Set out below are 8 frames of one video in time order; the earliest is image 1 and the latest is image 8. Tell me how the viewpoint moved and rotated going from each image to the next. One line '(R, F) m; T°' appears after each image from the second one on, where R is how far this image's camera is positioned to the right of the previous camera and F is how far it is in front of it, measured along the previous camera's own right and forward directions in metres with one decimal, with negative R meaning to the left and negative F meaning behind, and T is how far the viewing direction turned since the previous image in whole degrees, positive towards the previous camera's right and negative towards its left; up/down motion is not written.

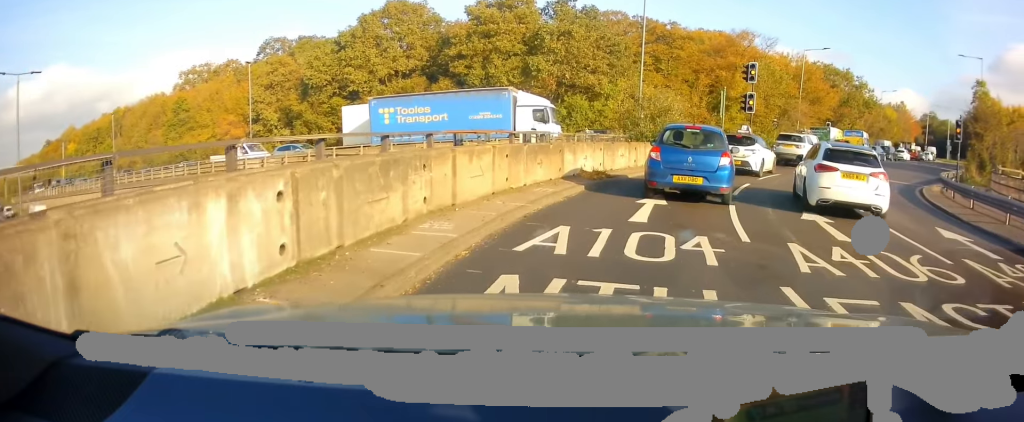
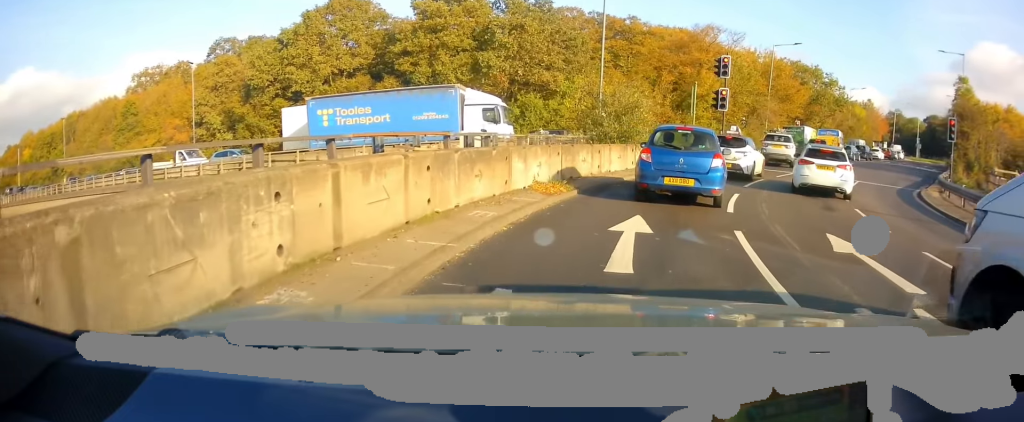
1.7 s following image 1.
(0.0, +2.8) m; +1°
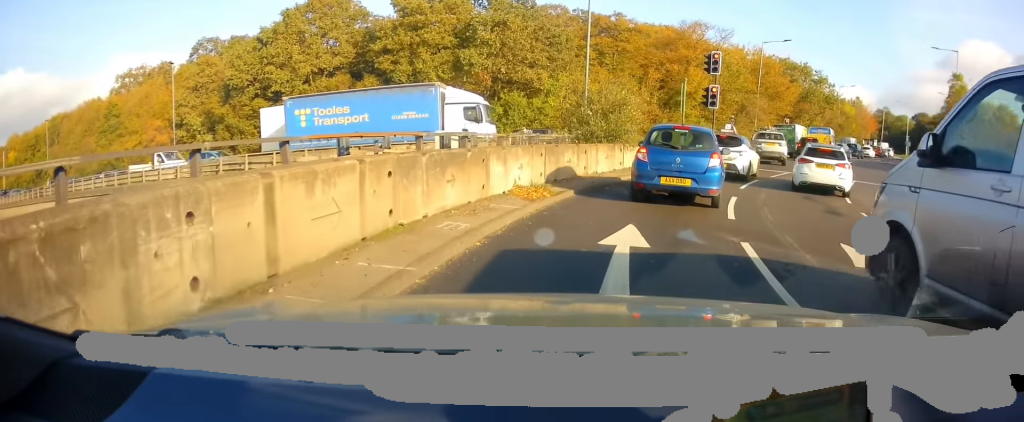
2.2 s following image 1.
(+0.1, +0.9) m; +2°
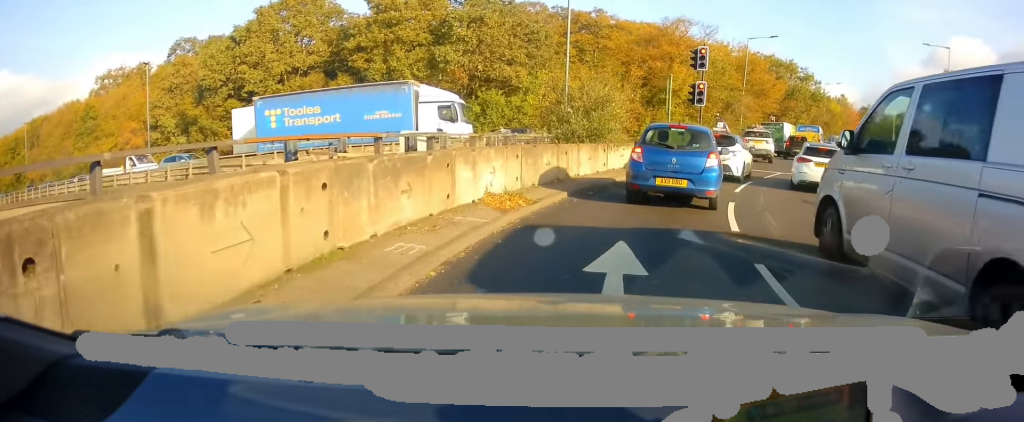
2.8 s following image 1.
(+0.1, +1.2) m; +3°
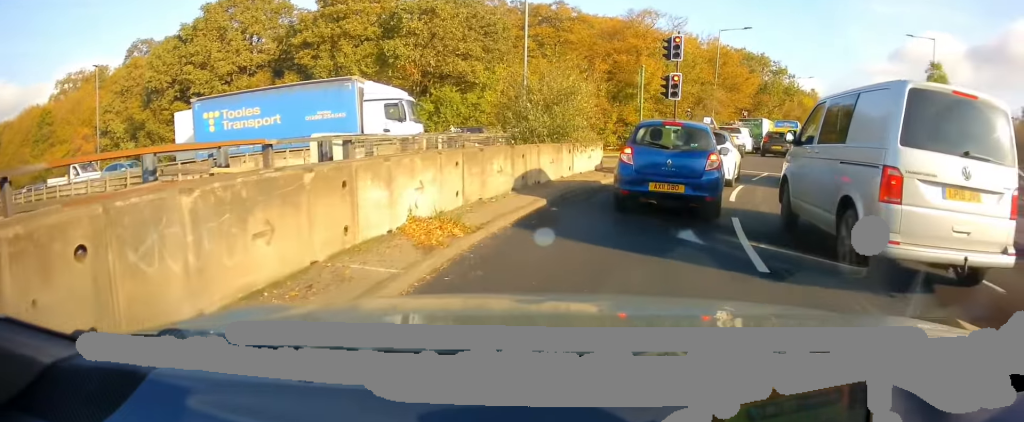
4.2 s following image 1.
(+0.1, +2.8) m; +9°
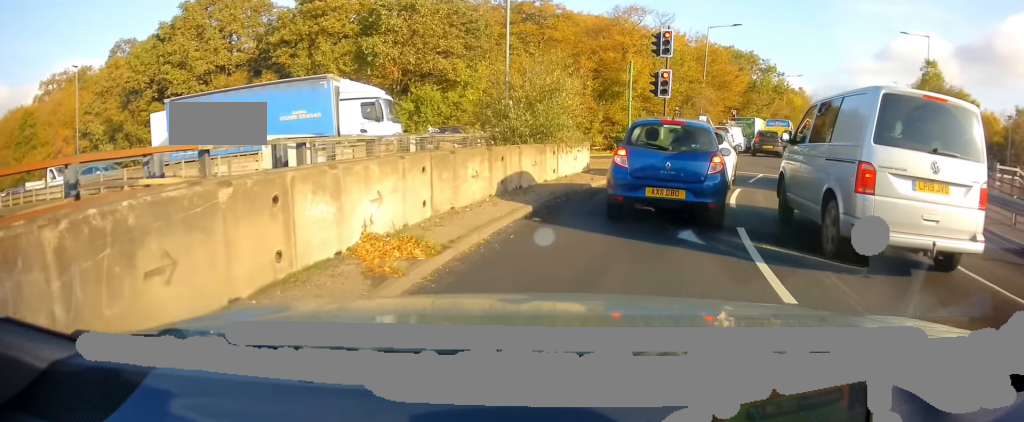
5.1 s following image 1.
(+0.1, +1.3) m; +4°
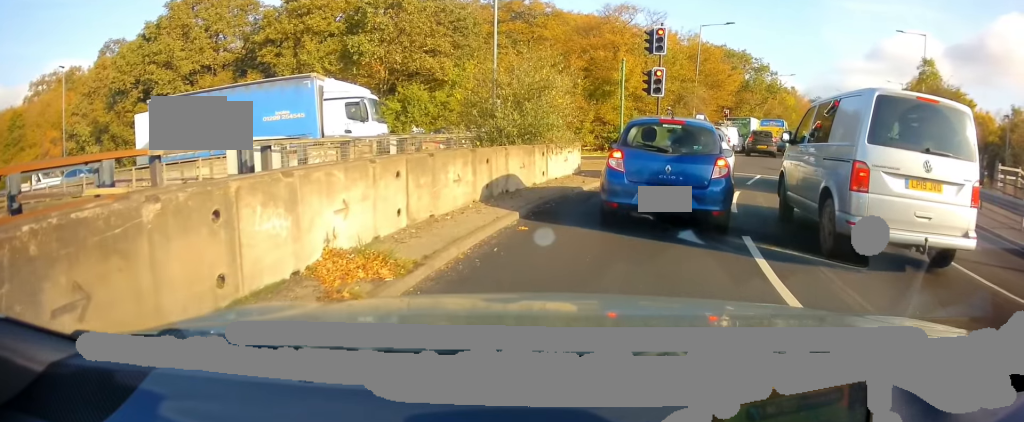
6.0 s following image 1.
(0.0, +0.8) m; 0°
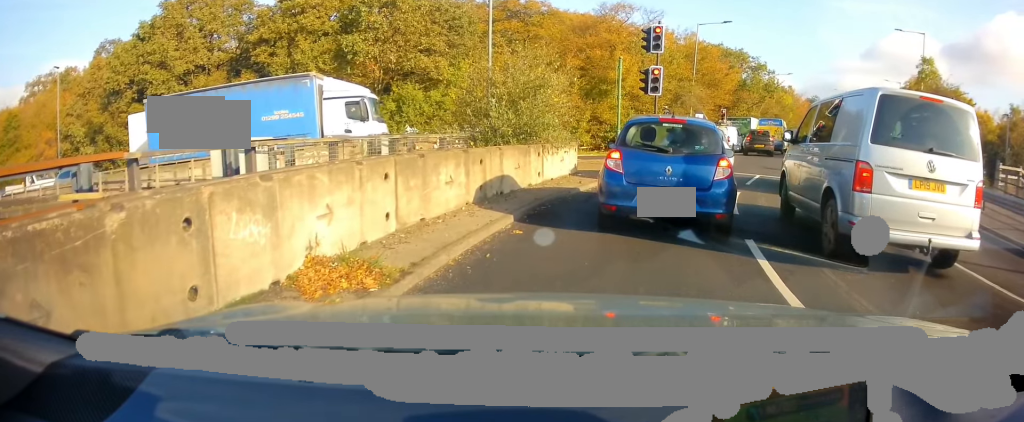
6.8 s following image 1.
(-0.2, +0.5) m; 0°
